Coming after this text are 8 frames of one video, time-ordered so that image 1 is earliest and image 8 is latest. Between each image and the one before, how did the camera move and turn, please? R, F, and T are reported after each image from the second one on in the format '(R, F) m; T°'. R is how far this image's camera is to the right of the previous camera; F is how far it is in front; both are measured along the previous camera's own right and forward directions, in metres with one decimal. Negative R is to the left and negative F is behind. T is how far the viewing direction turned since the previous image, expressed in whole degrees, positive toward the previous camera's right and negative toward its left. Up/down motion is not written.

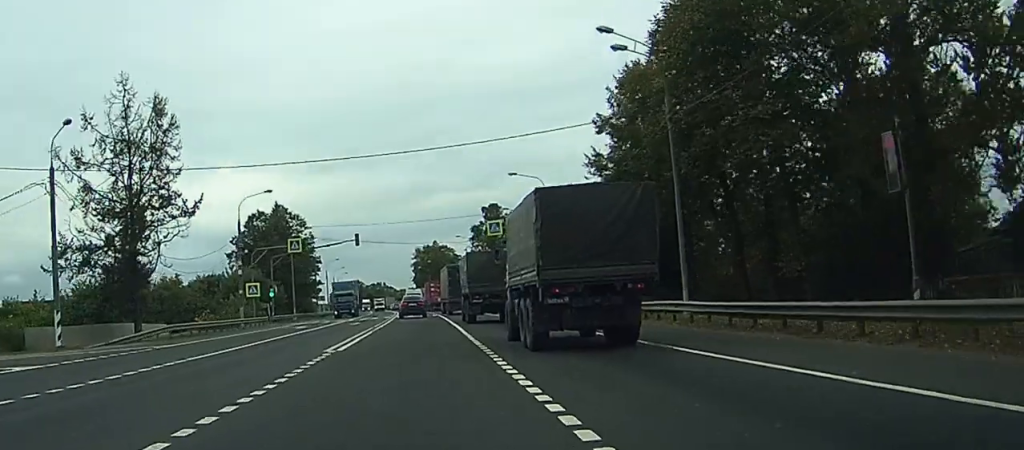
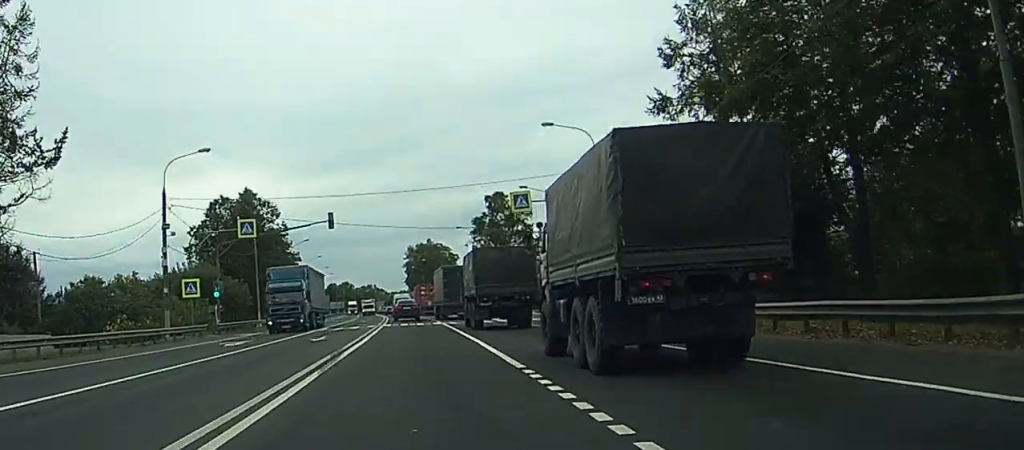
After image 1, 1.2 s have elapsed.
(+0.1, +20.3) m; 0°
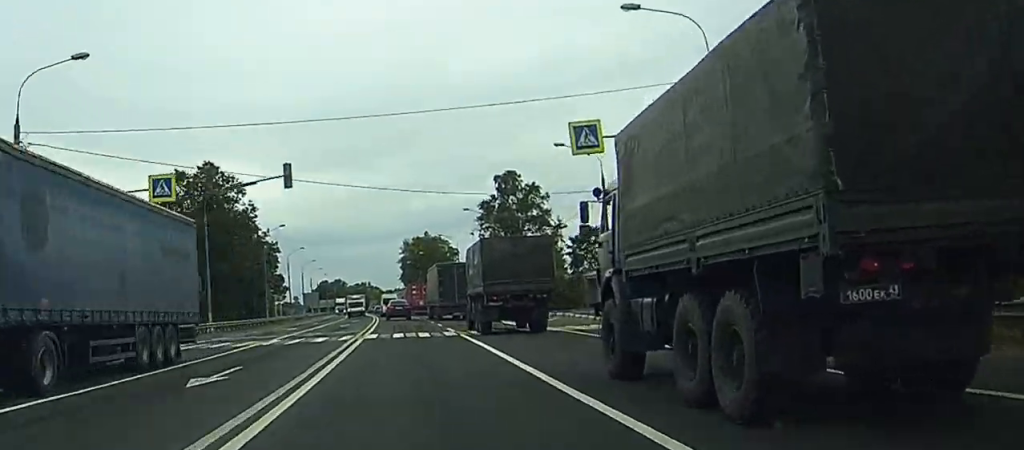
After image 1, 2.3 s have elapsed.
(+0.1, +19.5) m; 0°
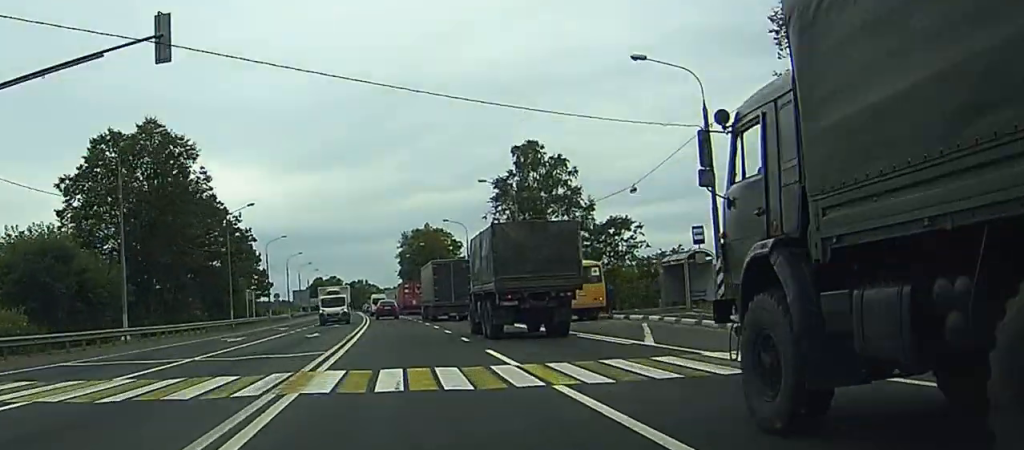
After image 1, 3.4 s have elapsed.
(0.0, +19.8) m; 0°
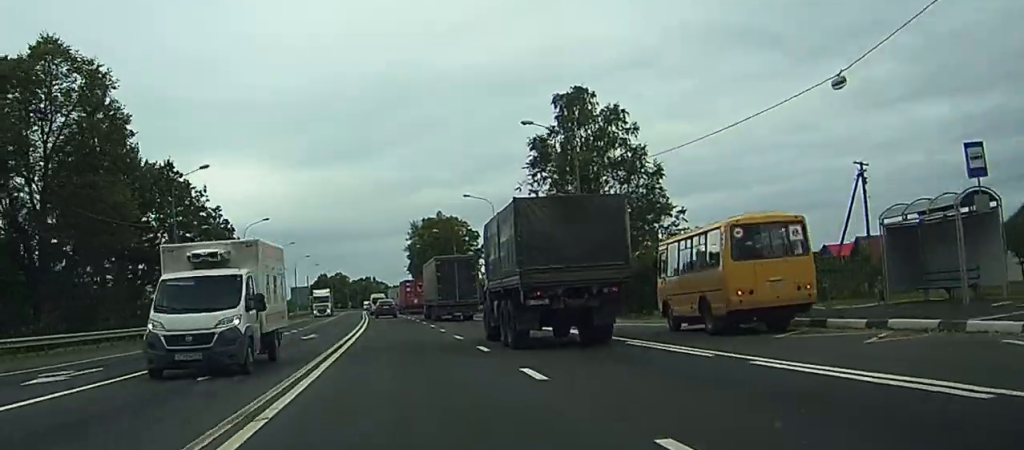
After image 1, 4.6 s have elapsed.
(0.0, +22.0) m; 0°
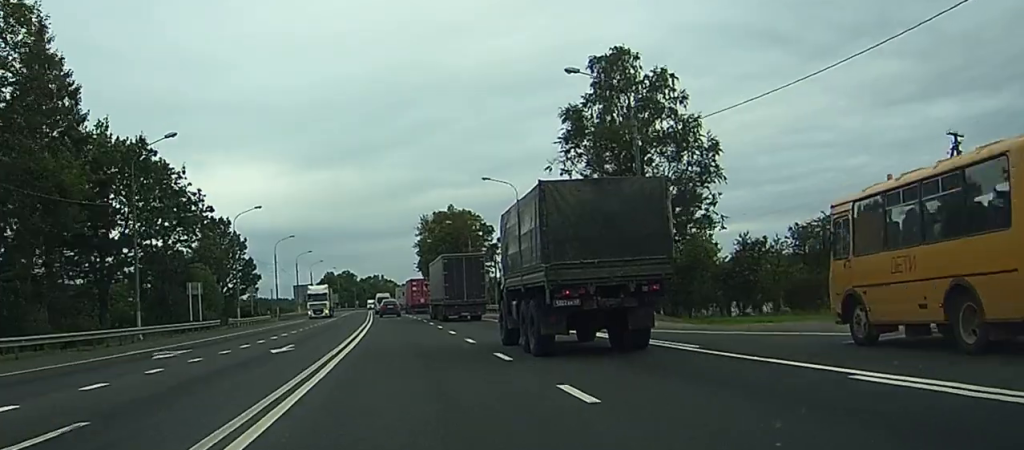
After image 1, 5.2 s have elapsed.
(0.0, +11.1) m; 0°
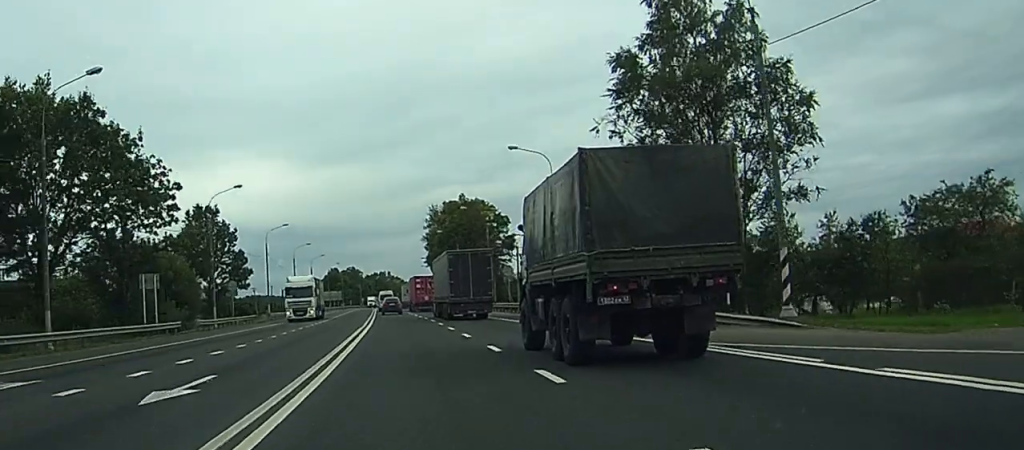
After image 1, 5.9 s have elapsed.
(-0.1, +13.6) m; -1°
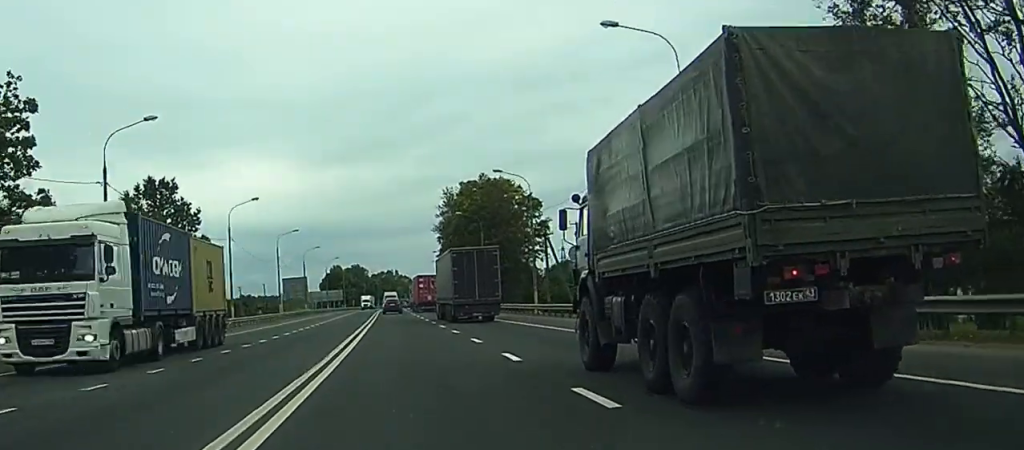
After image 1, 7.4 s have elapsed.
(-0.2, +27.3) m; -1°
